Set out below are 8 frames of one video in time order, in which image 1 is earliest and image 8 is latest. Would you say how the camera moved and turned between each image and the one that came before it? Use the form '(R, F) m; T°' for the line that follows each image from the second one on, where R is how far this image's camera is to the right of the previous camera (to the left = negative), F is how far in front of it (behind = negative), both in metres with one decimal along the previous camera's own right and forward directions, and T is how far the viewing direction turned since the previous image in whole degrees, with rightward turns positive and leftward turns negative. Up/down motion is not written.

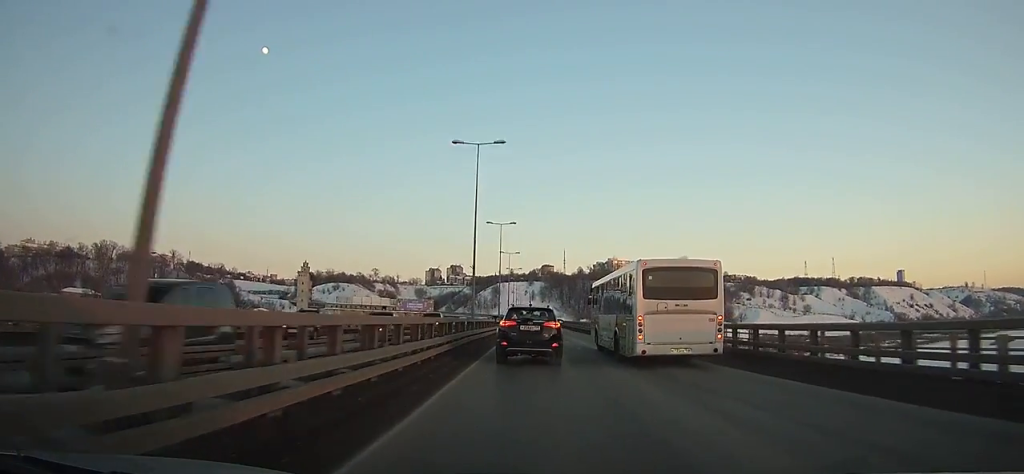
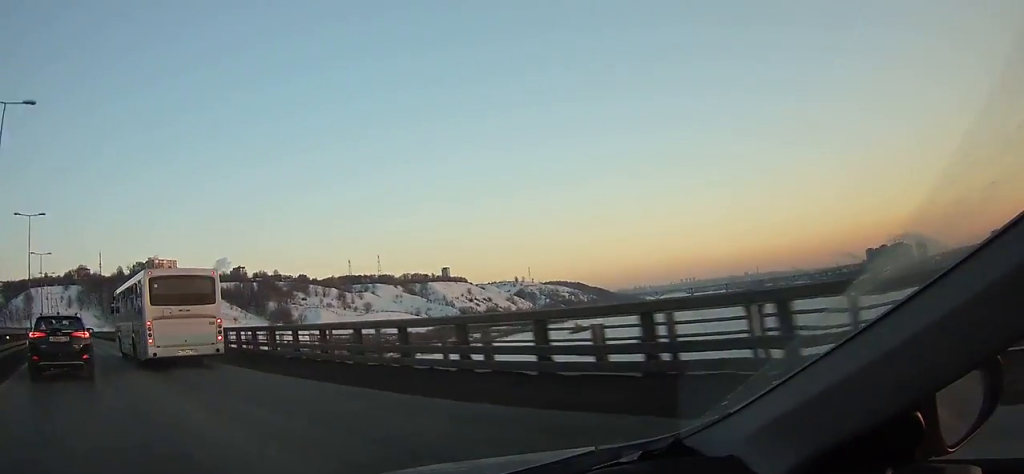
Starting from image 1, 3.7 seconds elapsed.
(+0.5, +64.6) m; +1°
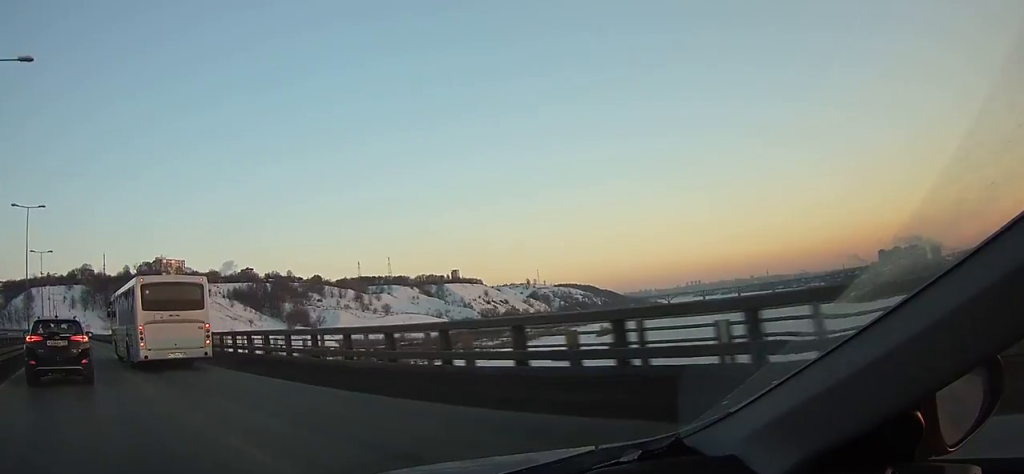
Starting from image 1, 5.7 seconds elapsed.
(+0.1, +35.0) m; 0°
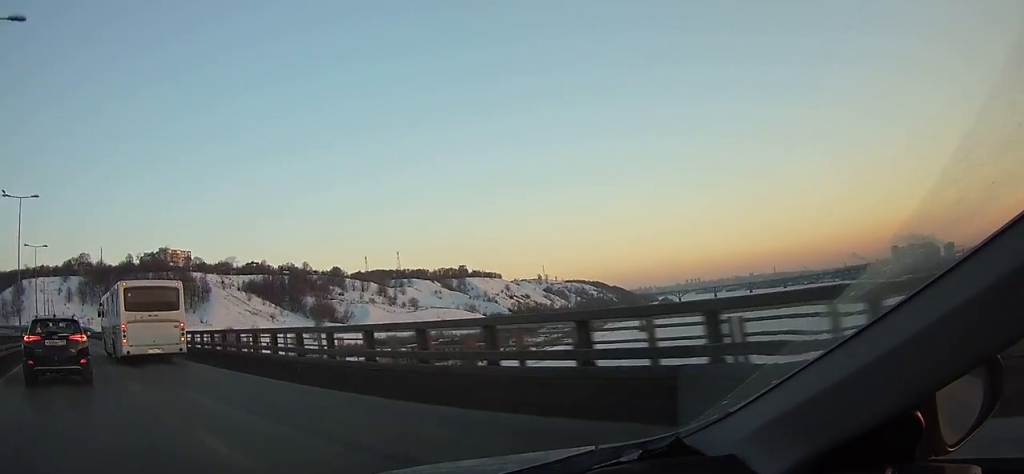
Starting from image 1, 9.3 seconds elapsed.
(-0.1, +62.8) m; 0°
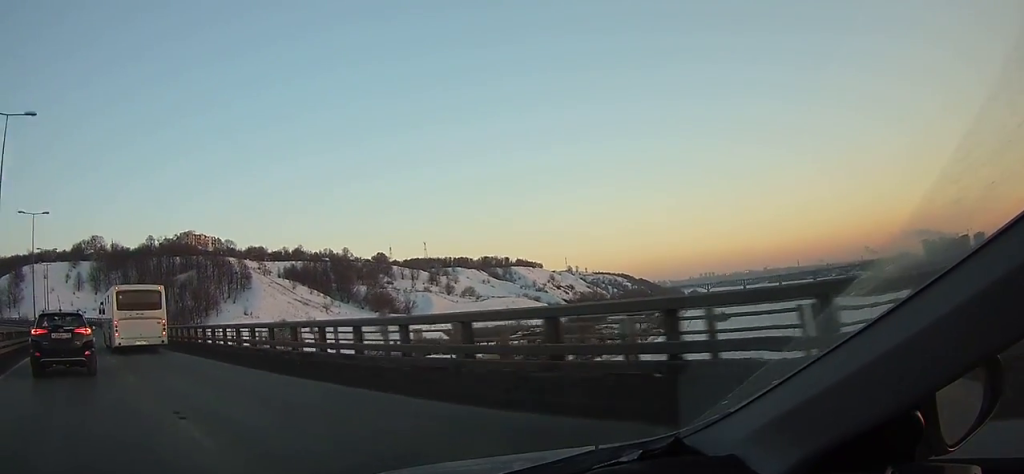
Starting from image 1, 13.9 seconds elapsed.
(-0.2, +78.6) m; 0°
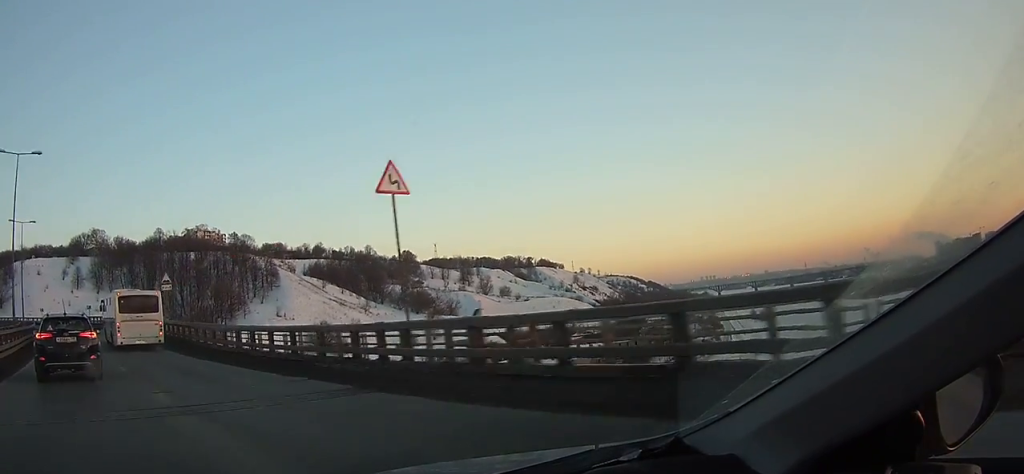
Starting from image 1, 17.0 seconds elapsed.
(-0.2, +51.4) m; -1°
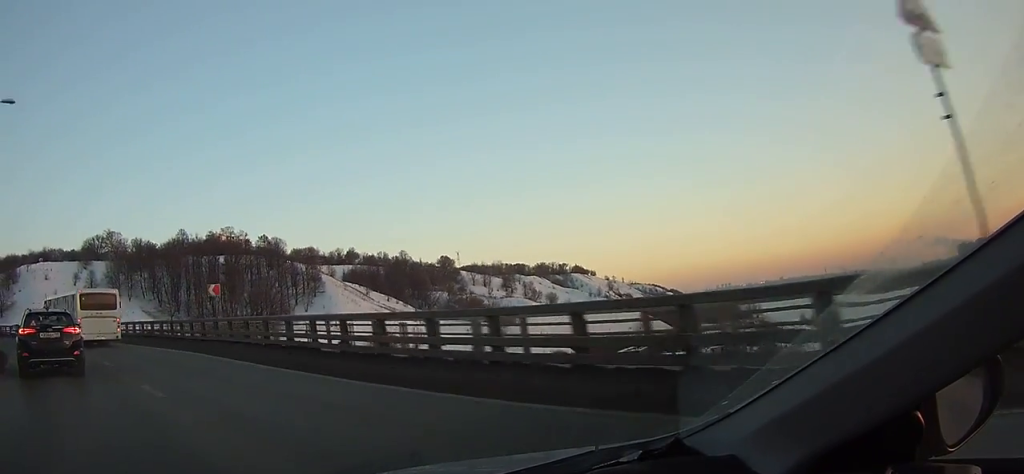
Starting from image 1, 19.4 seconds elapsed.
(-0.4, +38.6) m; -4°
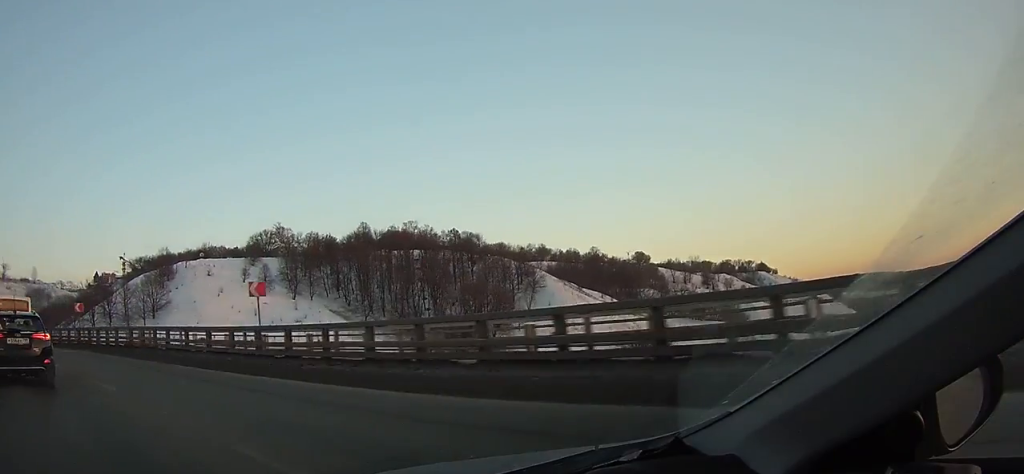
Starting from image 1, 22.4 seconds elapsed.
(-3.0, +46.2) m; -13°
